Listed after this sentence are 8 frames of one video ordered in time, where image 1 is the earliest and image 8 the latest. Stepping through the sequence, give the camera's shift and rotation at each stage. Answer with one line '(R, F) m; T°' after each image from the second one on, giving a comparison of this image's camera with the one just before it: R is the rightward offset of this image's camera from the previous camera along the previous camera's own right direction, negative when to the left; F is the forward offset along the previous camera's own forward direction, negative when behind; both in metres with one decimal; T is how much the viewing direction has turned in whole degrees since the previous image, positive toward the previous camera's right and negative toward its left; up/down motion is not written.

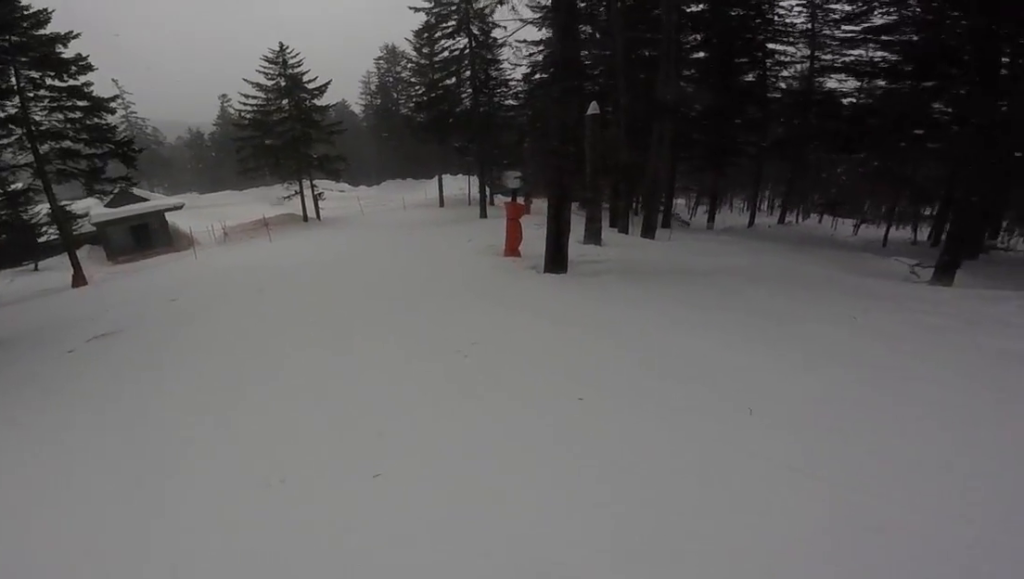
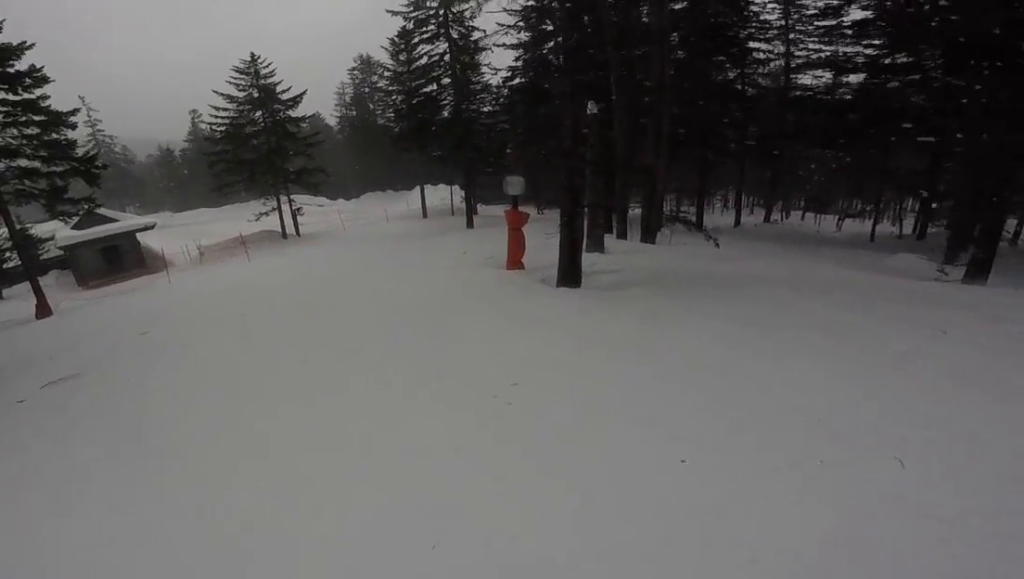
(-0.7, +1.5) m; +5°
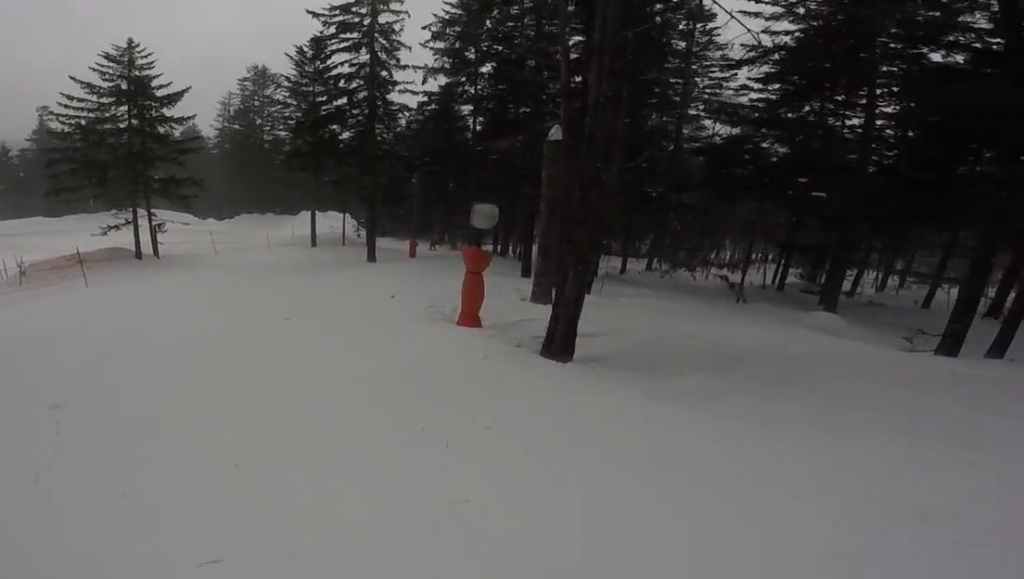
(0.0, +2.7) m; +19°
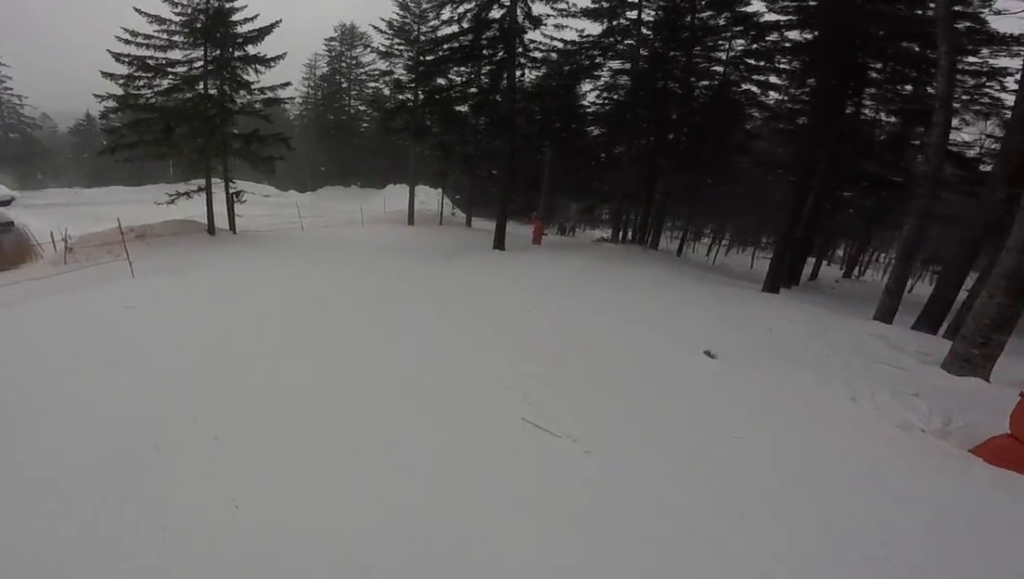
(+1.2, +4.5) m; -10°
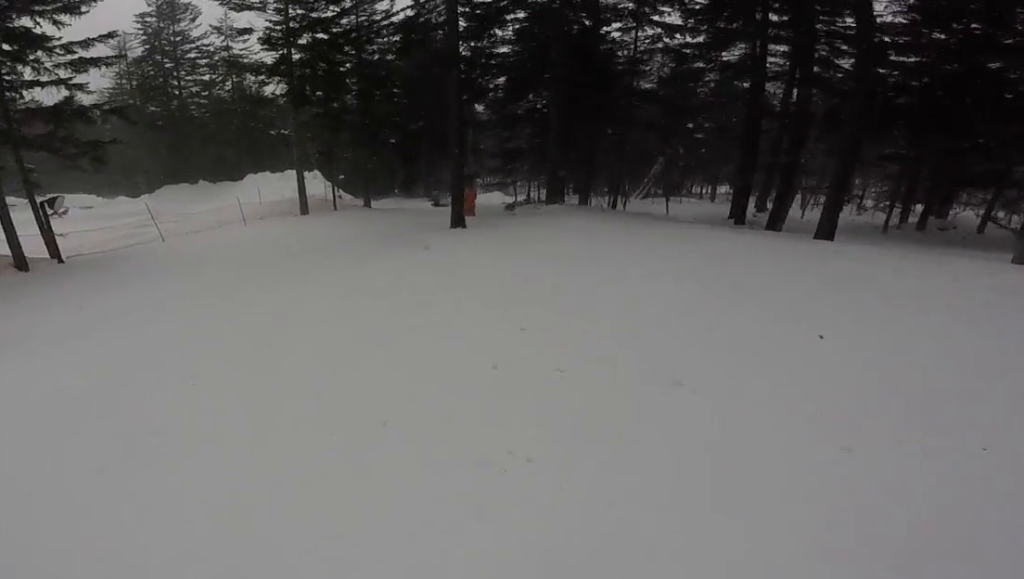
(-1.2, +3.4) m; -12°
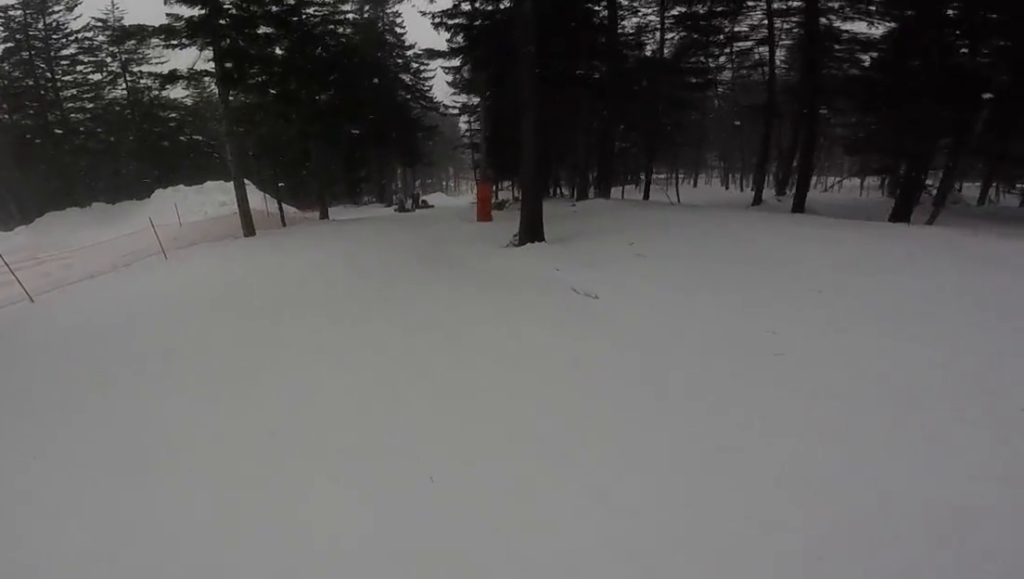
(+0.6, +4.8) m; +18°
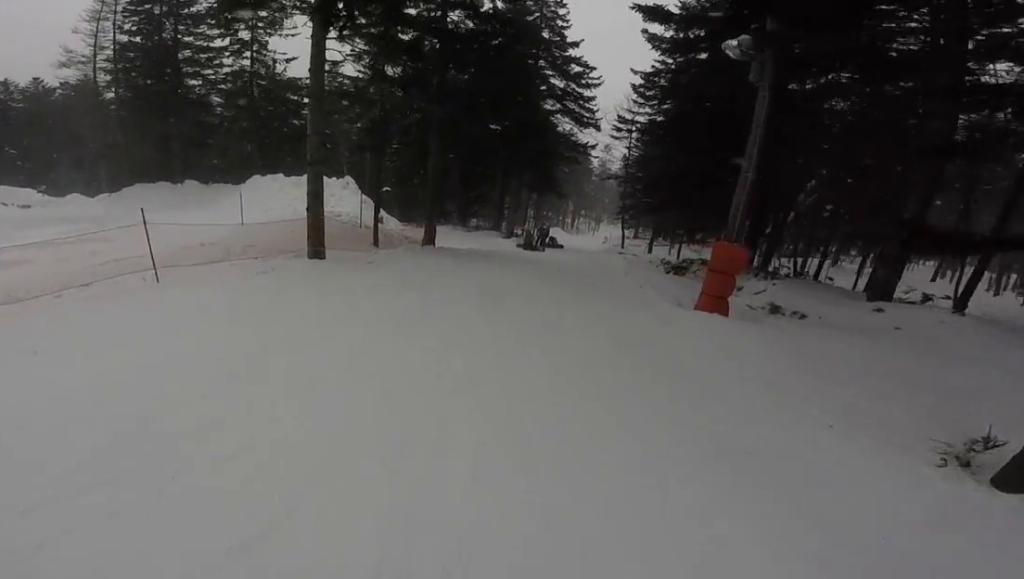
(+0.9, +5.9) m; +10°
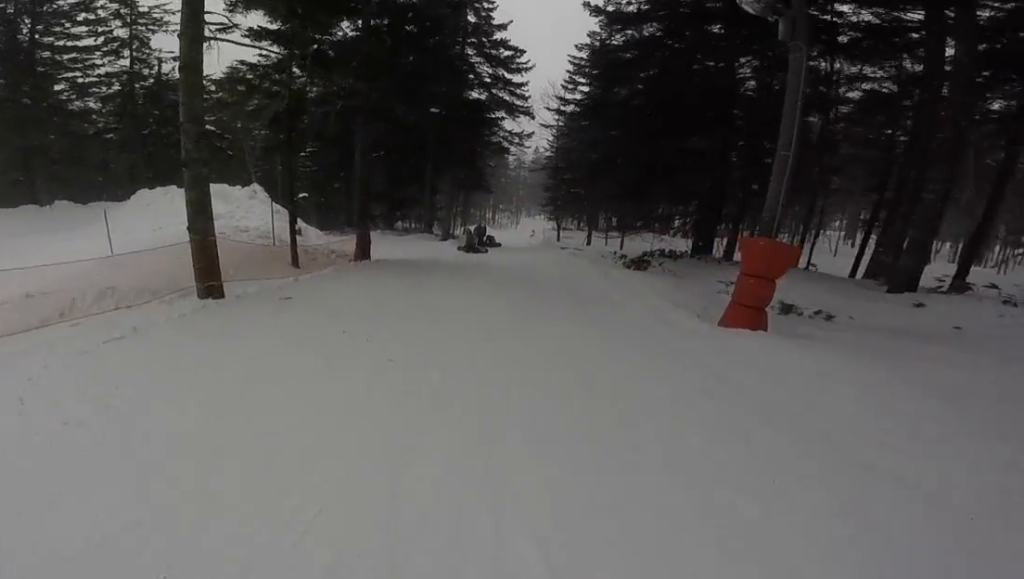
(-0.1, +2.9) m; +4°
